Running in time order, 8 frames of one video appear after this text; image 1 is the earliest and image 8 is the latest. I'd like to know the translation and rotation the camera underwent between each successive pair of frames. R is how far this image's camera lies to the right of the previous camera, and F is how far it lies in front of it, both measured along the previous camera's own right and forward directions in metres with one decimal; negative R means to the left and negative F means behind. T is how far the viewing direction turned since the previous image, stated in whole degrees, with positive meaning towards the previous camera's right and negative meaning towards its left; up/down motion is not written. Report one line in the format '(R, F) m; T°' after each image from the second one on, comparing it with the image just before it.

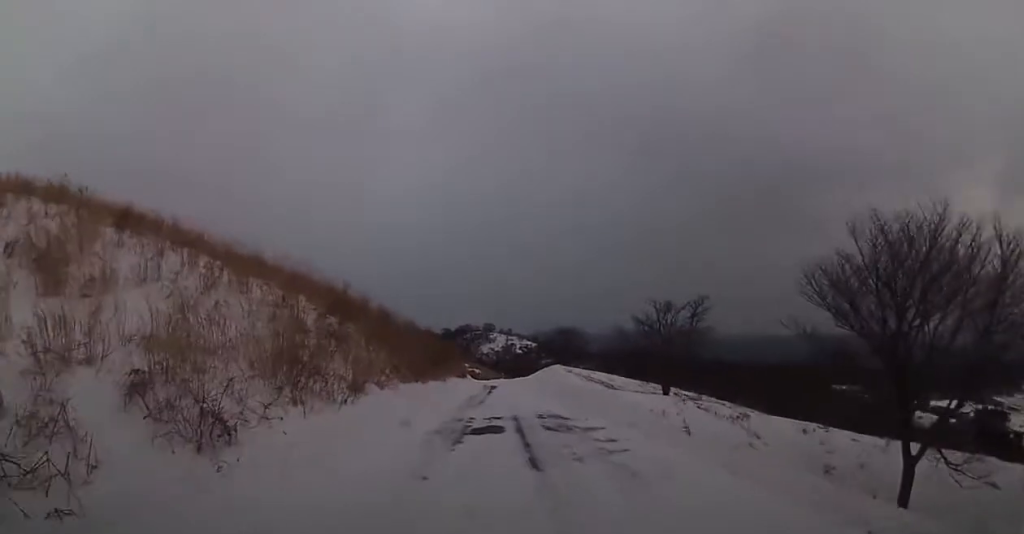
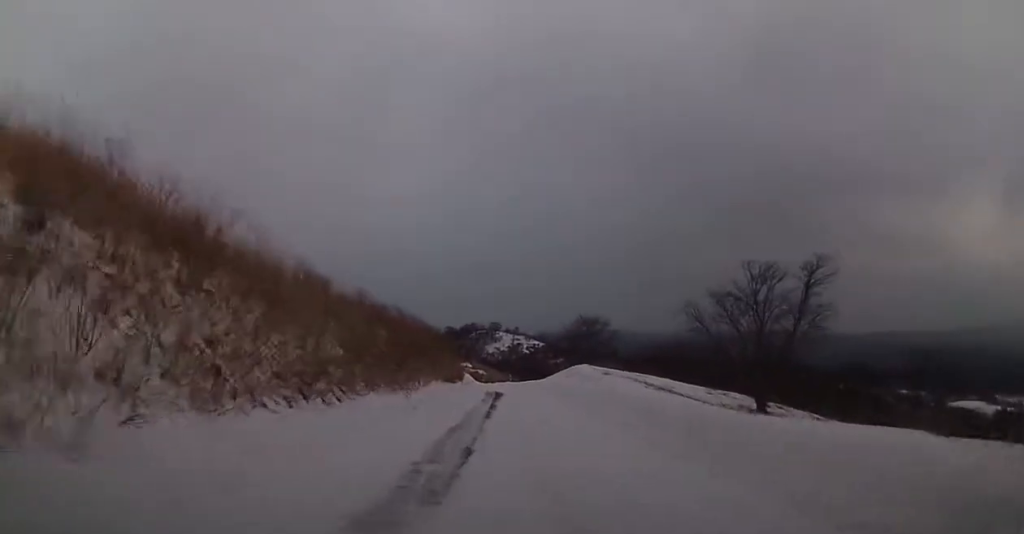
(-0.5, +18.0) m; -1°
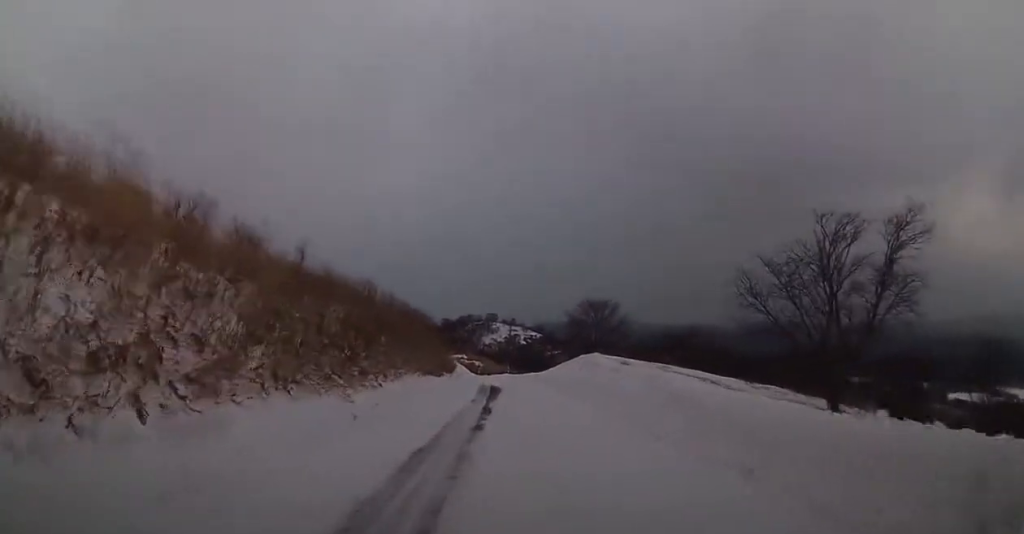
(+0.3, +7.6) m; +1°
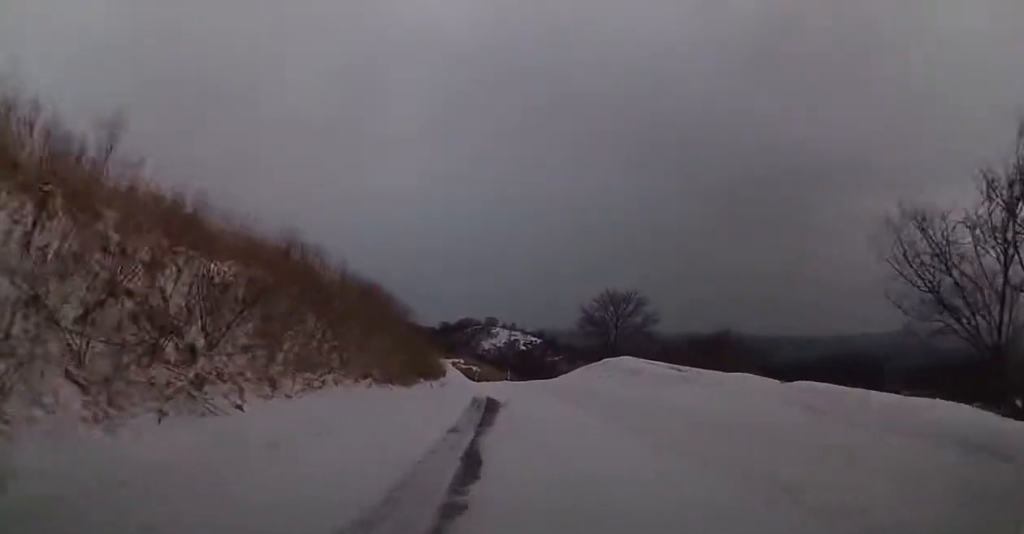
(-0.1, +9.8) m; 0°
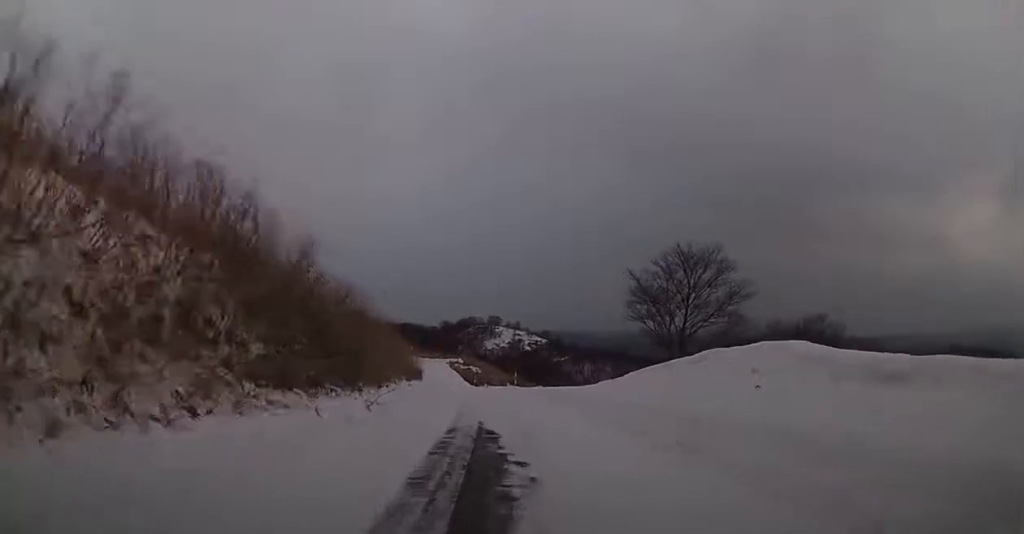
(+0.2, +17.3) m; +1°
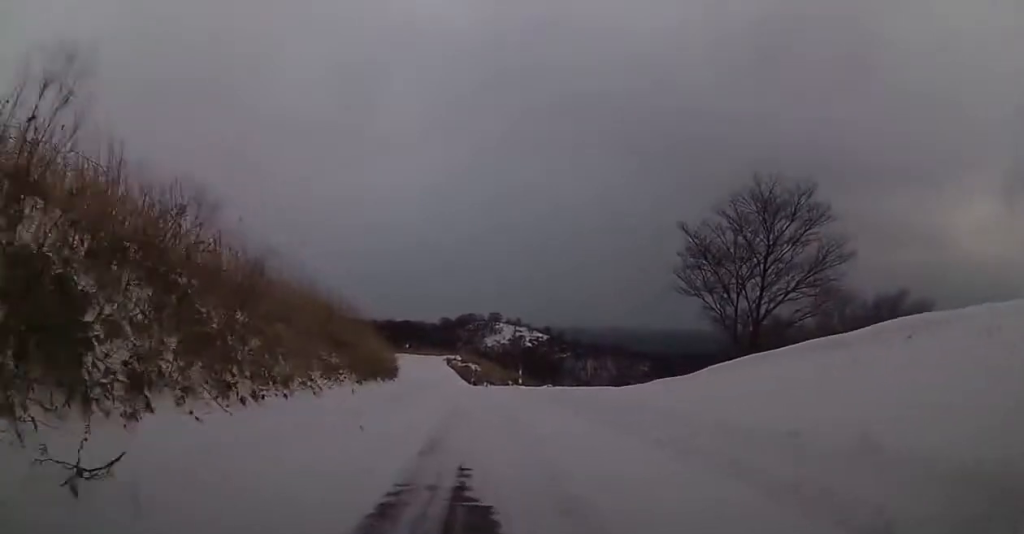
(0.0, +10.9) m; -1°
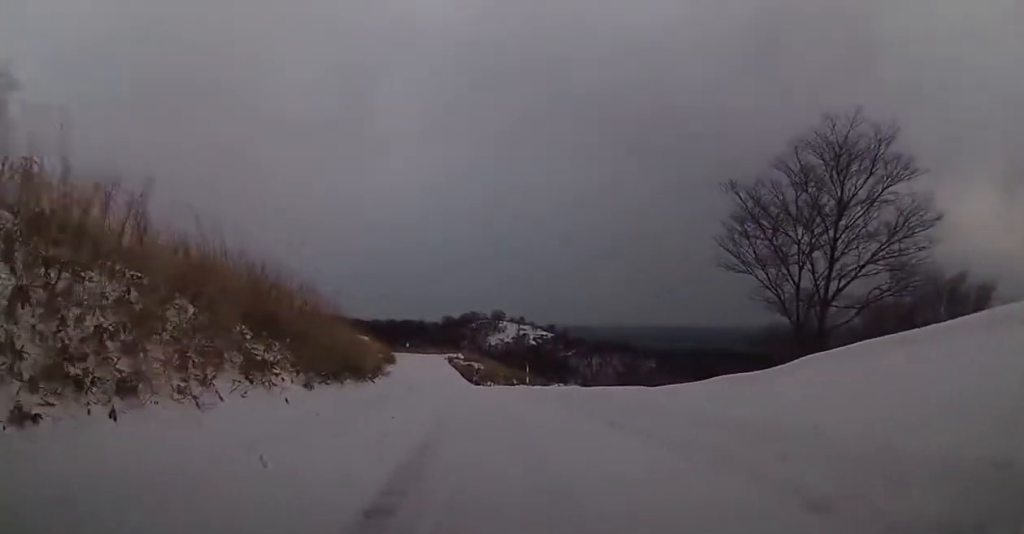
(0.0, +6.3) m; -1°
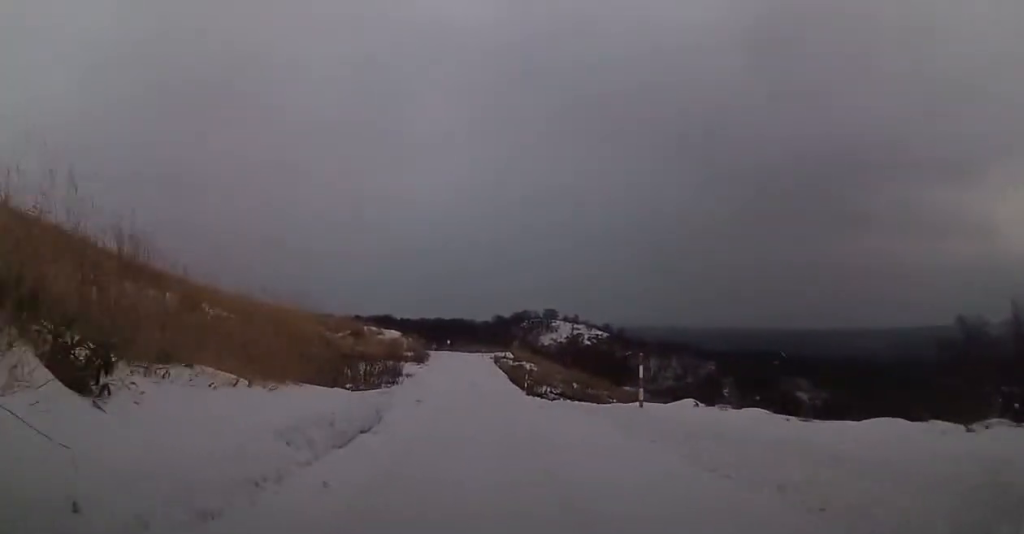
(-0.8, +23.9) m; -3°
